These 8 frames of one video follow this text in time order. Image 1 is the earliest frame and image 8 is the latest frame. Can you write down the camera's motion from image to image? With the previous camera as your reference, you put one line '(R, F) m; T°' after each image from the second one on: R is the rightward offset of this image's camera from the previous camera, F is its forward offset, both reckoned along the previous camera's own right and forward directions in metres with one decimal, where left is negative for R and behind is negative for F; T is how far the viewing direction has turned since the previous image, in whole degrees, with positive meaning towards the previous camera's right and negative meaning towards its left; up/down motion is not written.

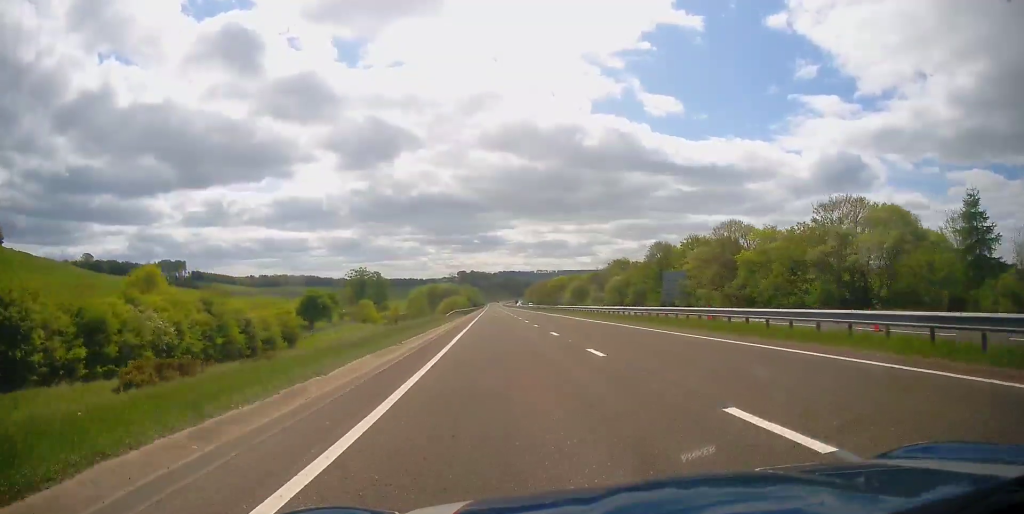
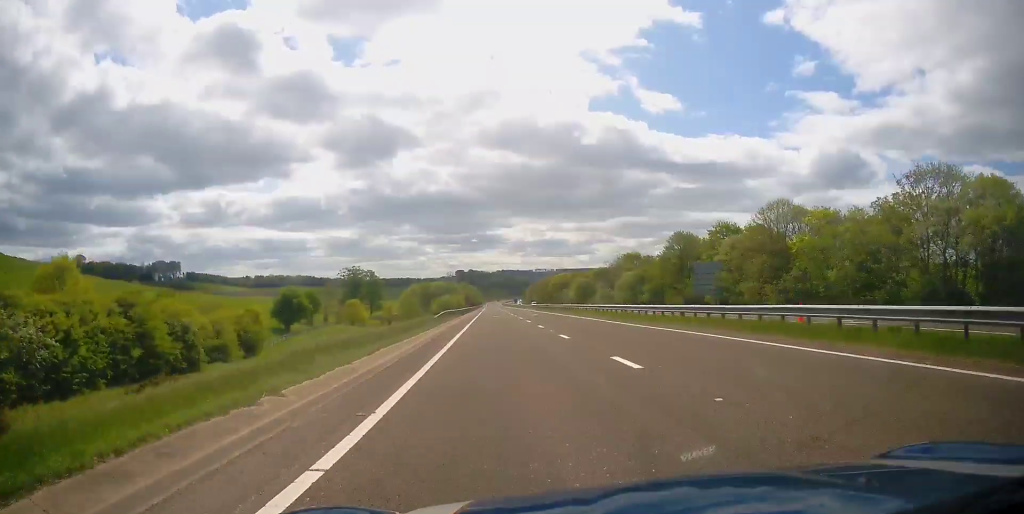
(-0.1, +12.6) m; 0°
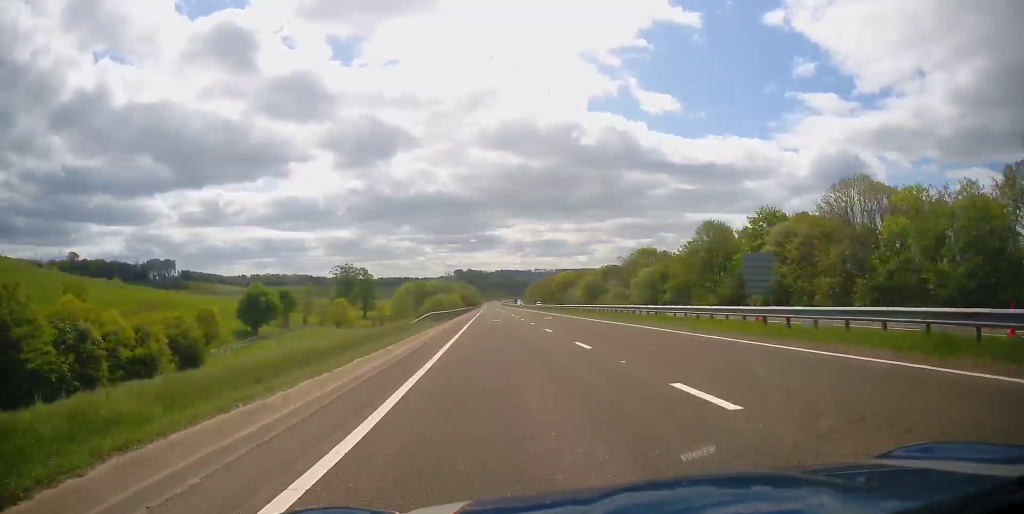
(+0.1, +12.5) m; 0°
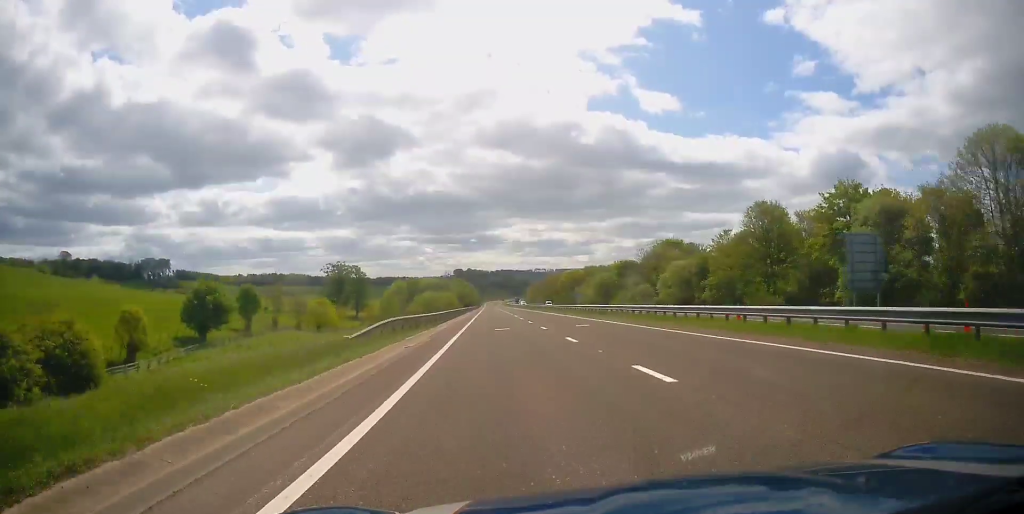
(+0.1, +15.7) m; 0°
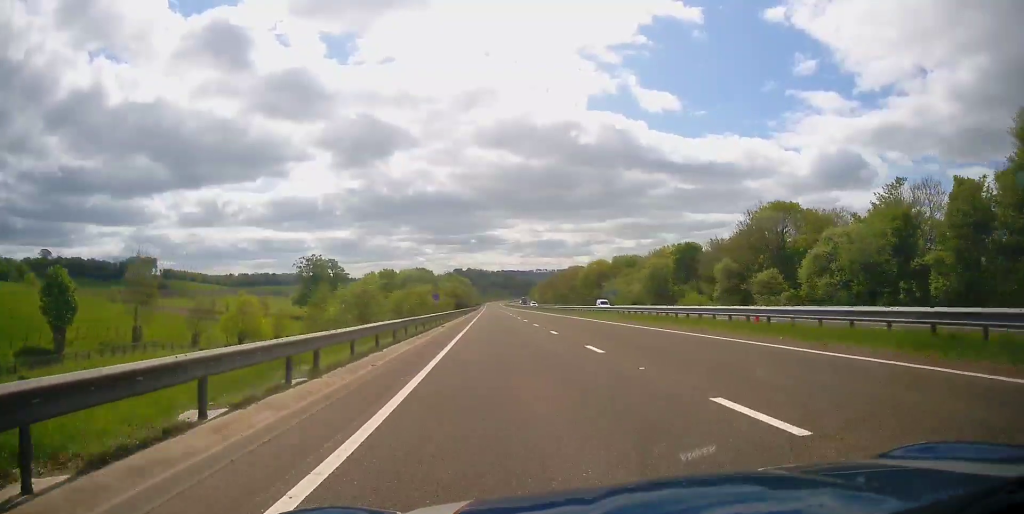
(0.0, +40.4) m; 0°
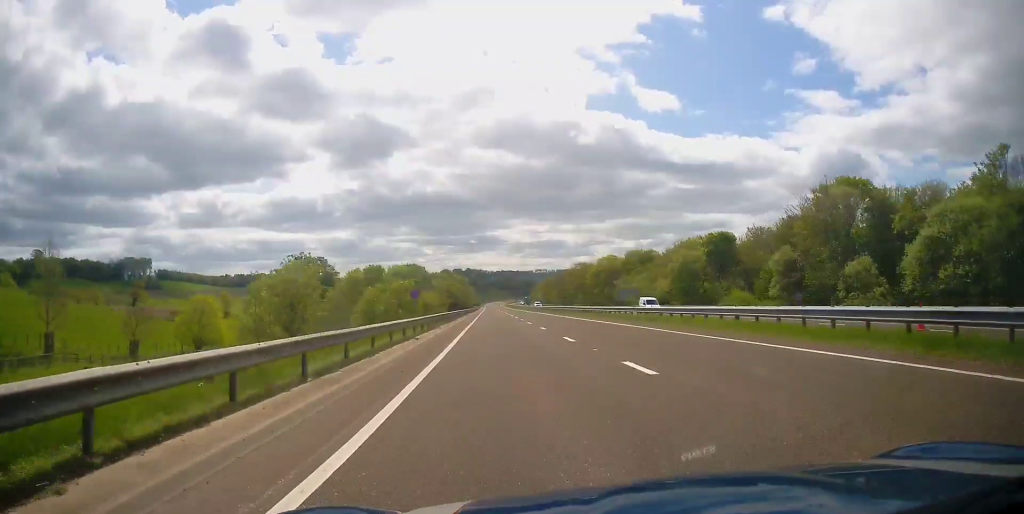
(0.0, +12.9) m; 0°
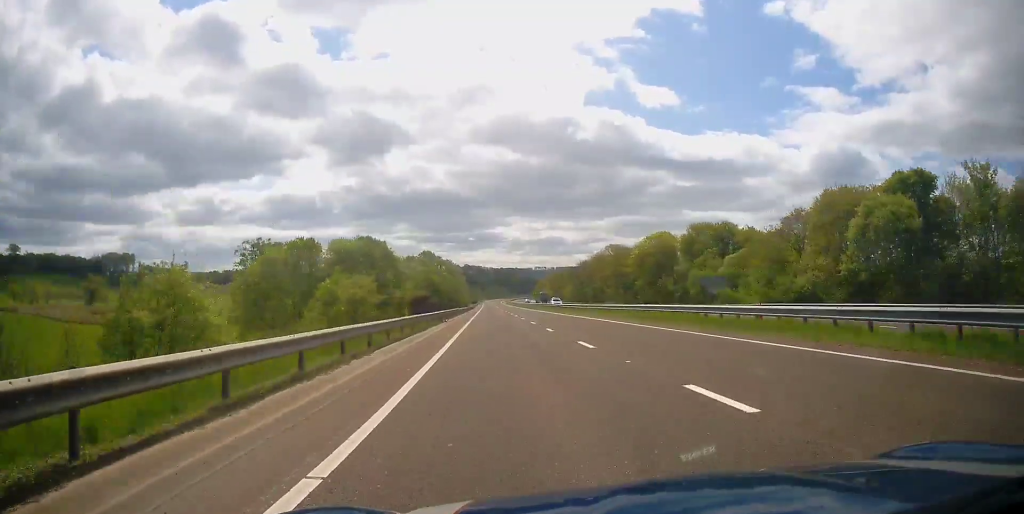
(-0.6, +40.3) m; -1°
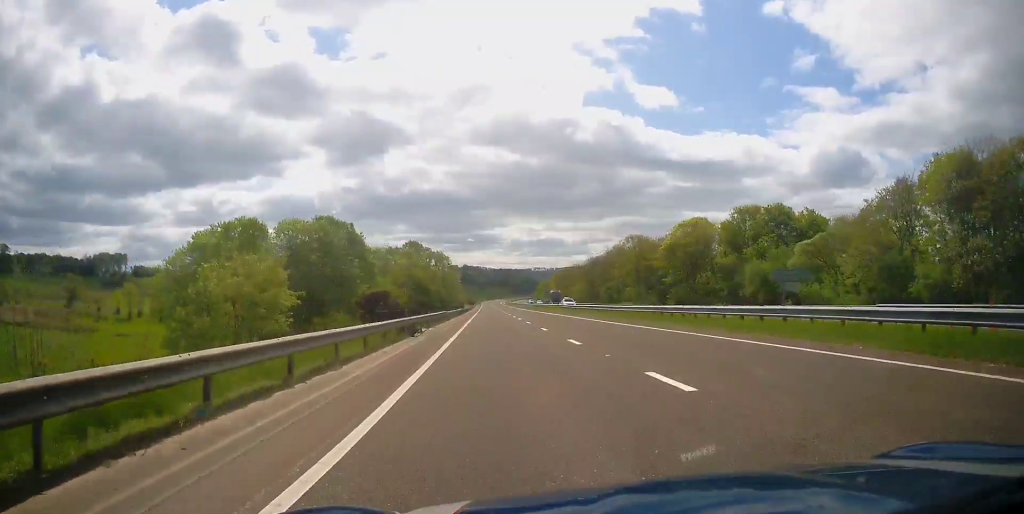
(-0.1, +16.5) m; 0°
